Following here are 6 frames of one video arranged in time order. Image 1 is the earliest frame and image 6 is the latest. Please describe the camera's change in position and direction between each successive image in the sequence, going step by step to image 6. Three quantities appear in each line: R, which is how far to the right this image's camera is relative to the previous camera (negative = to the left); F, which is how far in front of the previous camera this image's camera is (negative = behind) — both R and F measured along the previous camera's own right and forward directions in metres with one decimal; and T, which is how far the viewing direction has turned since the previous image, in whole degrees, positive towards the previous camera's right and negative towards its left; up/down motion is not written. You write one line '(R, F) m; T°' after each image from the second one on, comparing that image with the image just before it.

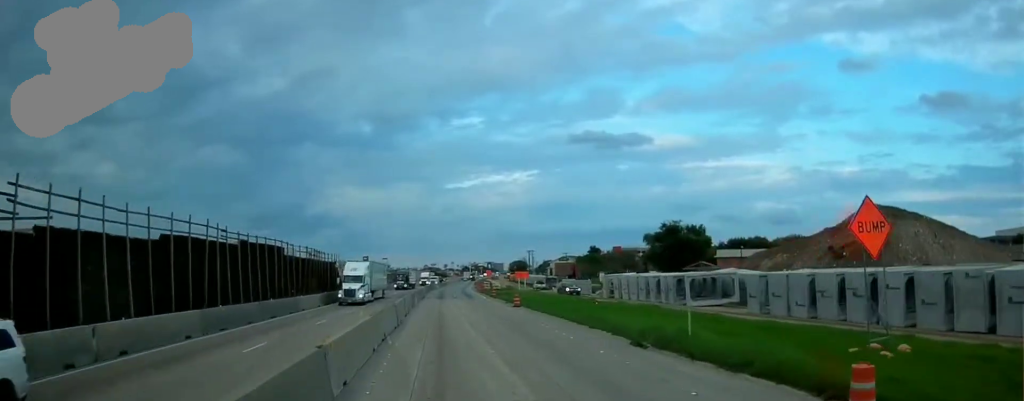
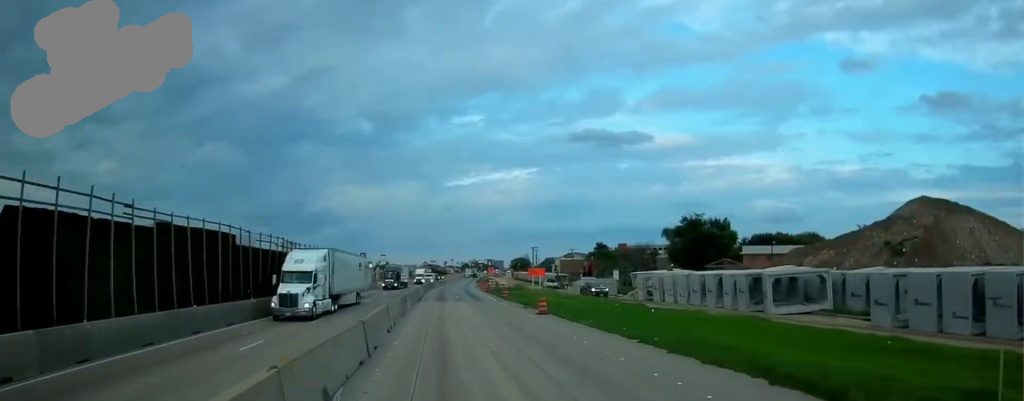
(+0.1, +12.5) m; 0°
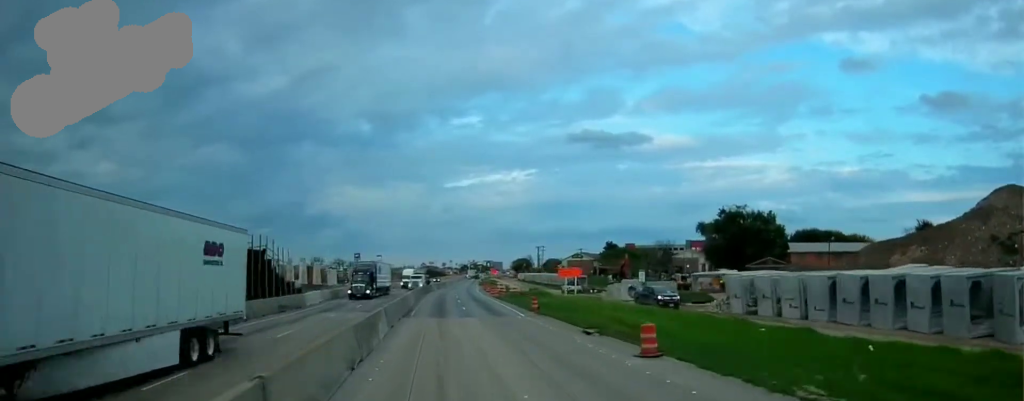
(+0.1, +20.1) m; 0°
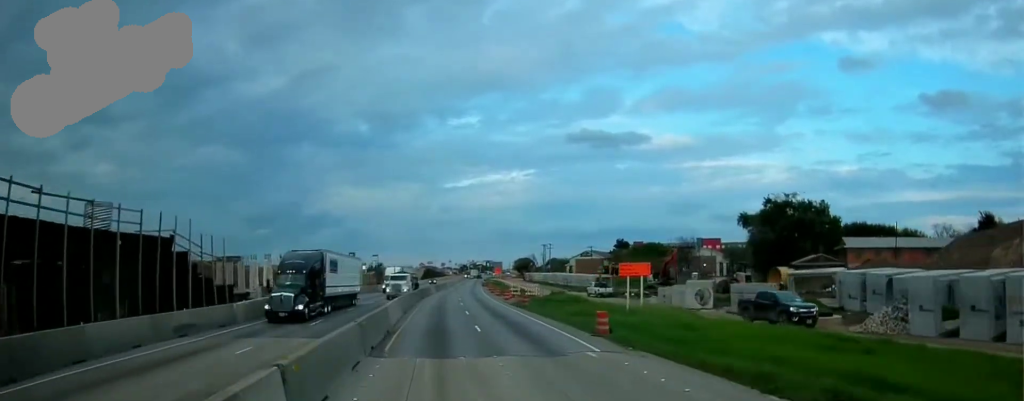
(0.0, +17.2) m; -1°
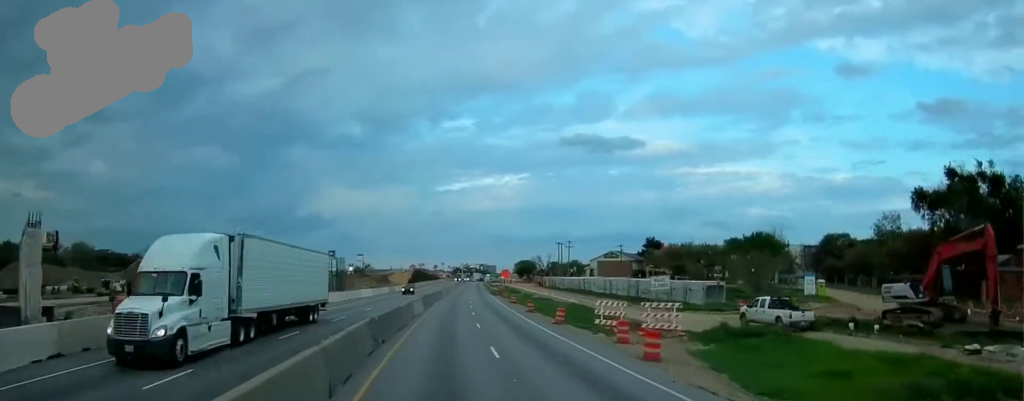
(+0.3, +42.2) m; +2°
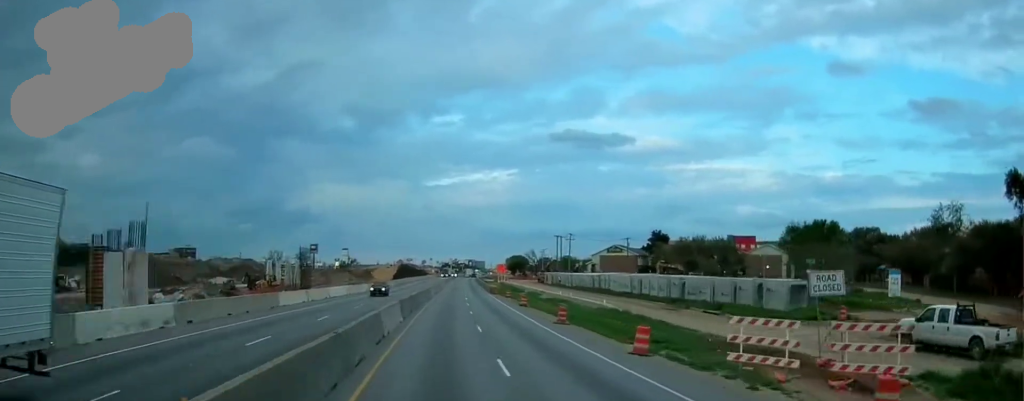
(+0.7, +16.4) m; 0°
